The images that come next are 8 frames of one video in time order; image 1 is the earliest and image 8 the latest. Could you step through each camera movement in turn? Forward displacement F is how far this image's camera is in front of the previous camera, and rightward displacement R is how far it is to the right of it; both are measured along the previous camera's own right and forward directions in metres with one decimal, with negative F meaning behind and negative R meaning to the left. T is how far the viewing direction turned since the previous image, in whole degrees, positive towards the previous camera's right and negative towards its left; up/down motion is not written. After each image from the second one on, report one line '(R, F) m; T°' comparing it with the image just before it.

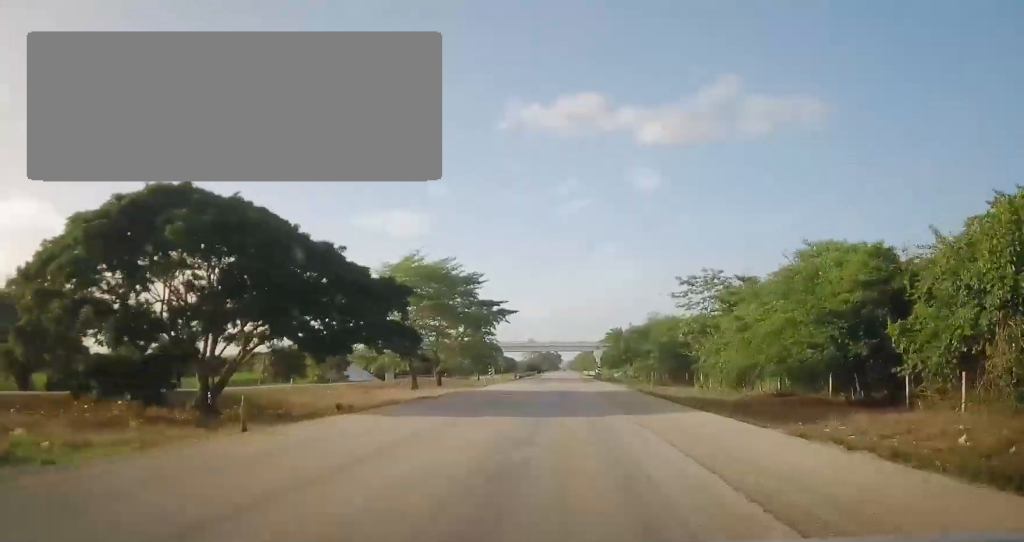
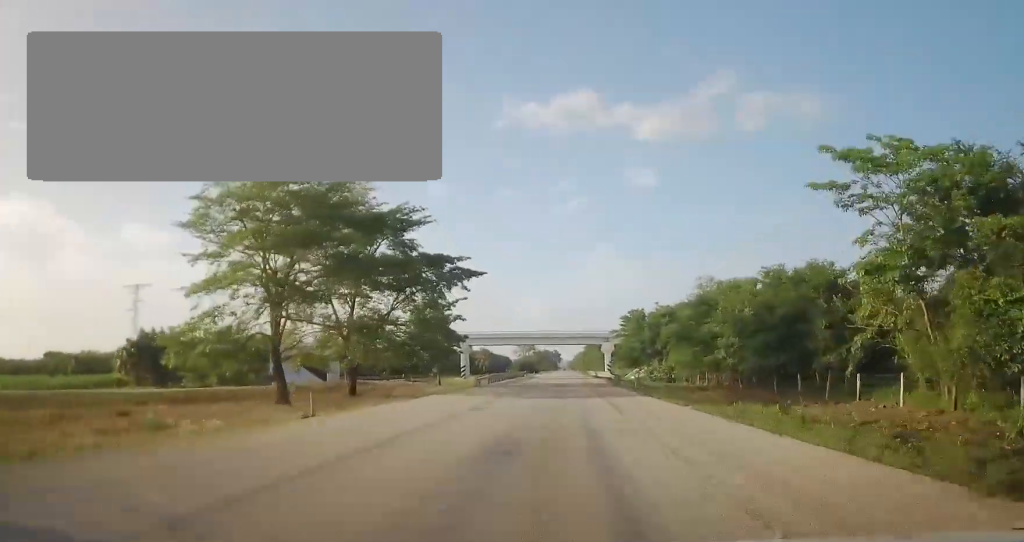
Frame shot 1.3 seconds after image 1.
(0.0, +35.8) m; +1°
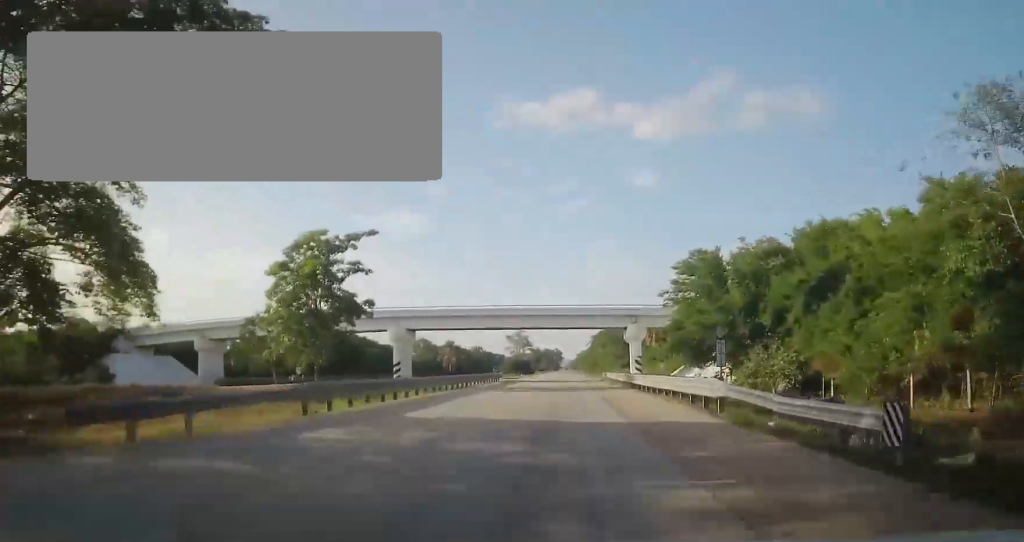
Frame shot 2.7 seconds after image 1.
(+0.5, +41.5) m; 0°
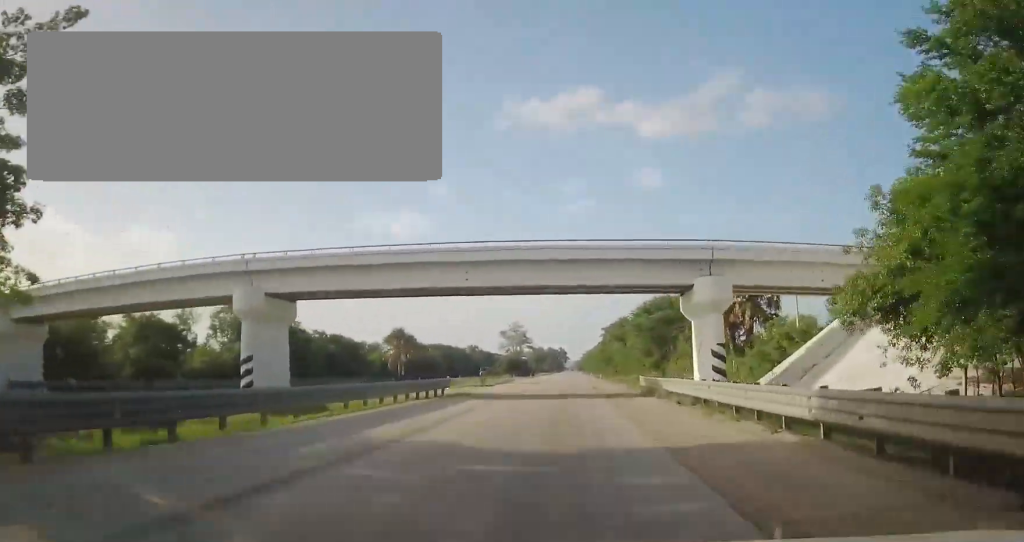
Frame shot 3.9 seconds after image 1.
(-0.3, +31.4) m; -1°
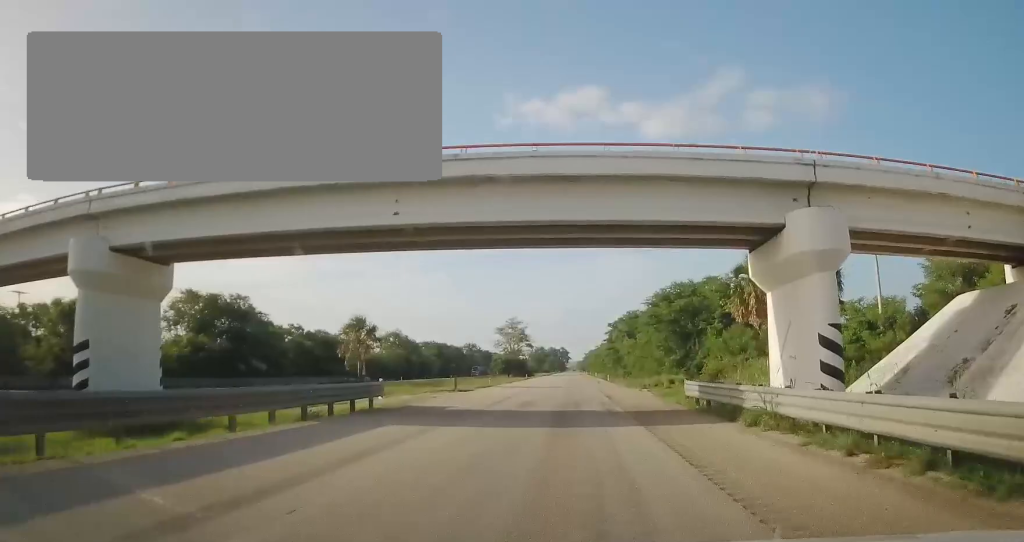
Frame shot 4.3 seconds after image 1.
(+0.1, +13.1) m; -1°
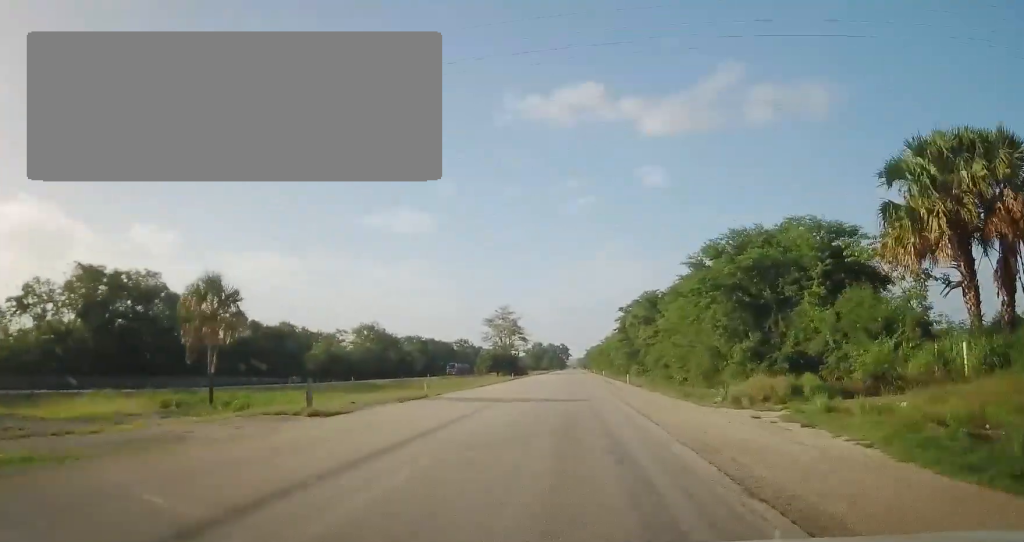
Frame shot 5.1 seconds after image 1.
(-0.4, +23.1) m; 0°
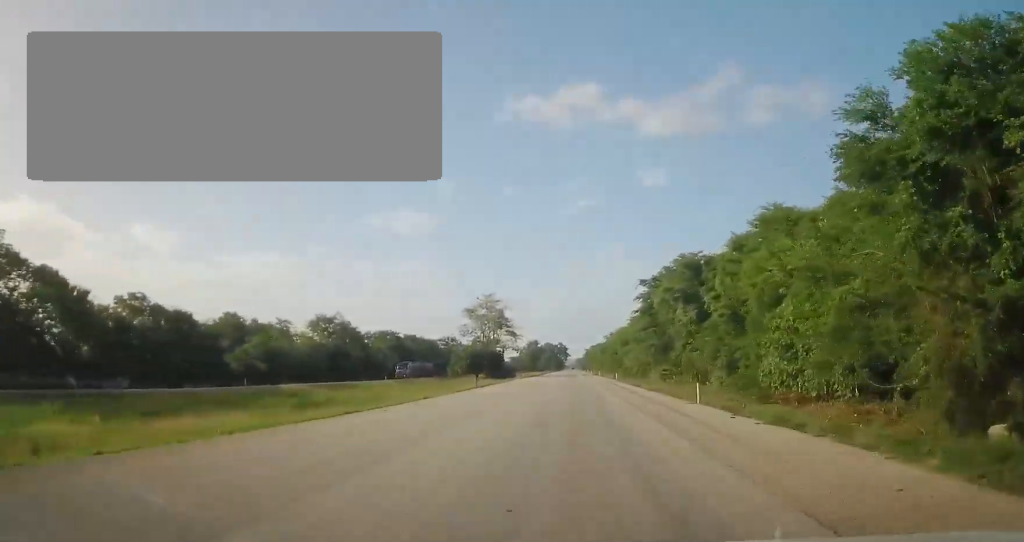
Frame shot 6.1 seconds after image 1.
(+0.1, +26.3) m; +1°
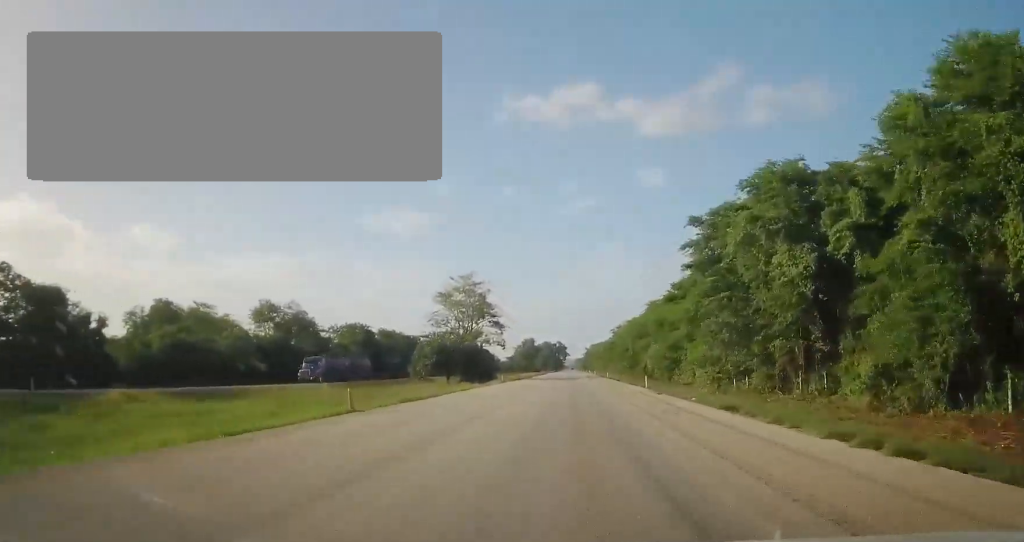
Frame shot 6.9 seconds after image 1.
(+0.2, +24.0) m; 0°
